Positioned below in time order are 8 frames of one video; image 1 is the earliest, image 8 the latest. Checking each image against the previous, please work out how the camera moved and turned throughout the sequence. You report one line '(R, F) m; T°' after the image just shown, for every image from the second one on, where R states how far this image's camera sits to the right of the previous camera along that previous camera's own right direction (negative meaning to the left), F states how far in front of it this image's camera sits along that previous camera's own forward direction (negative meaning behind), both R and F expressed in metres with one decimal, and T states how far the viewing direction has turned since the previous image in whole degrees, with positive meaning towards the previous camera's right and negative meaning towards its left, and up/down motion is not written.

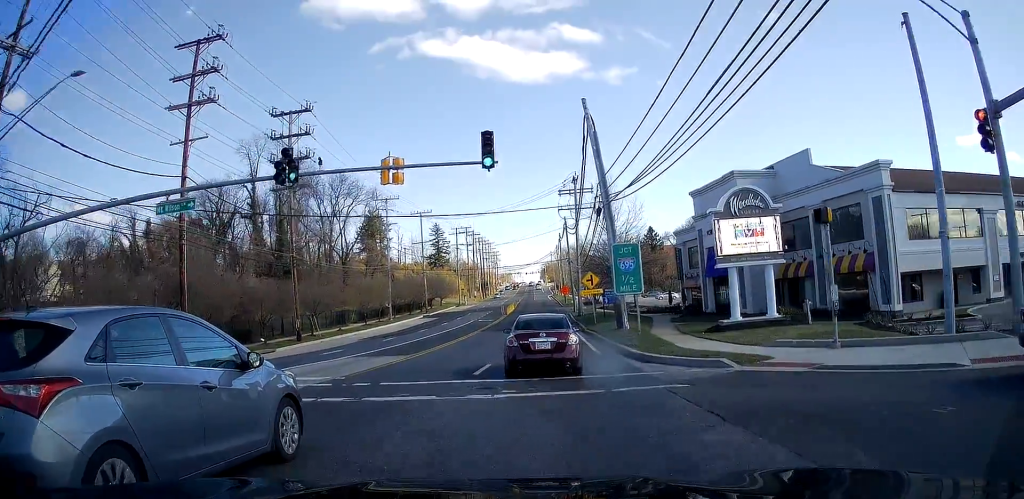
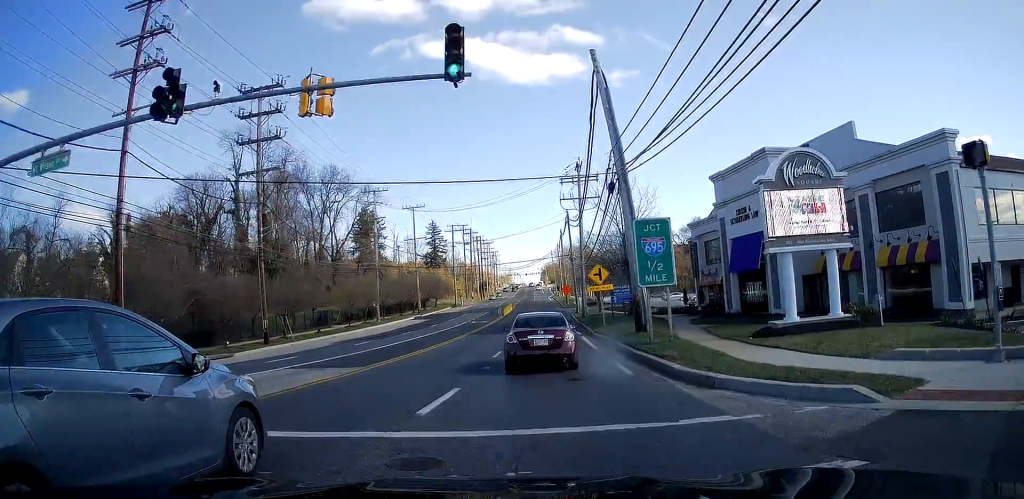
(0.0, +5.2) m; -1°
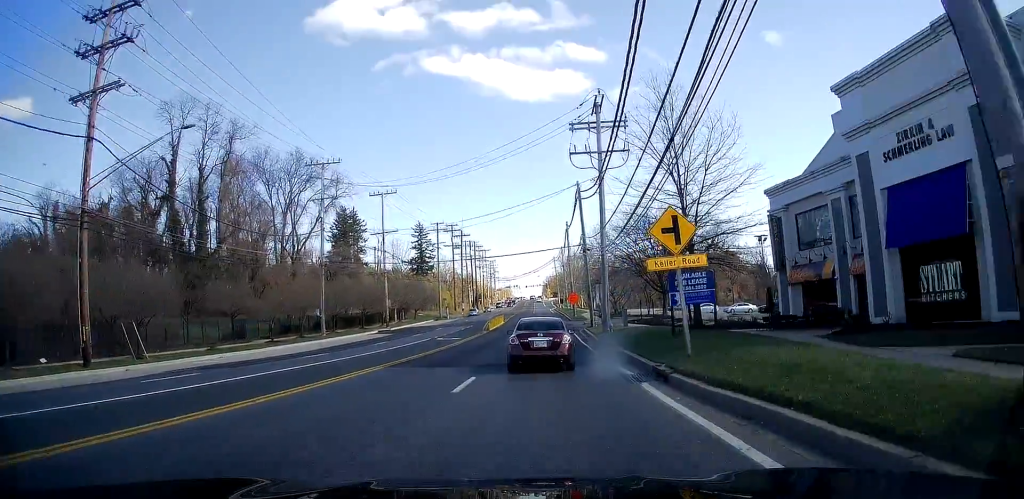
(0.0, +18.6) m; -1°
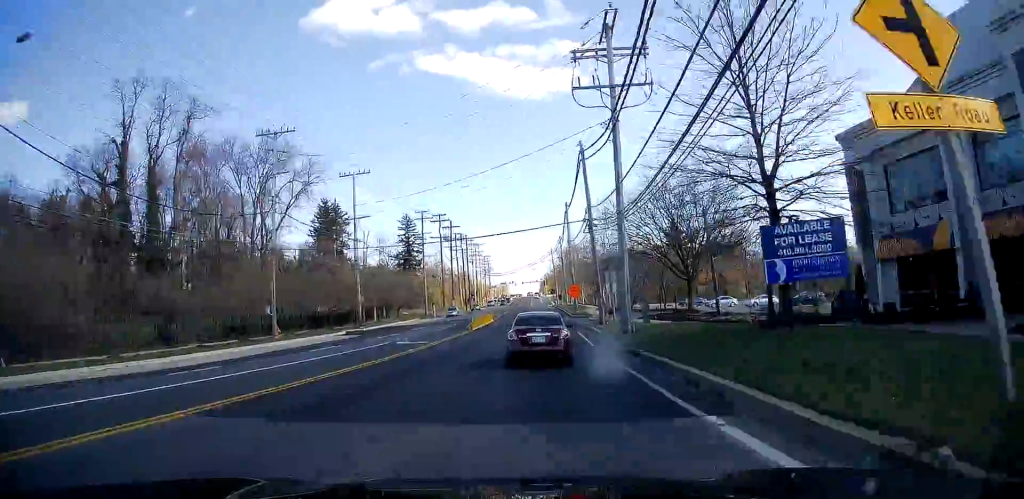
(-0.3, +10.1) m; -1°
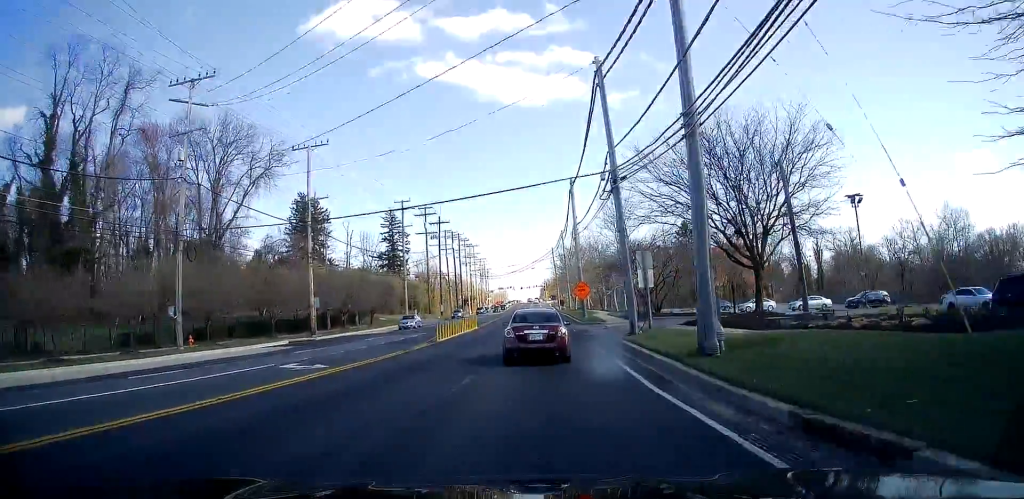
(0.0, +13.3) m; +1°
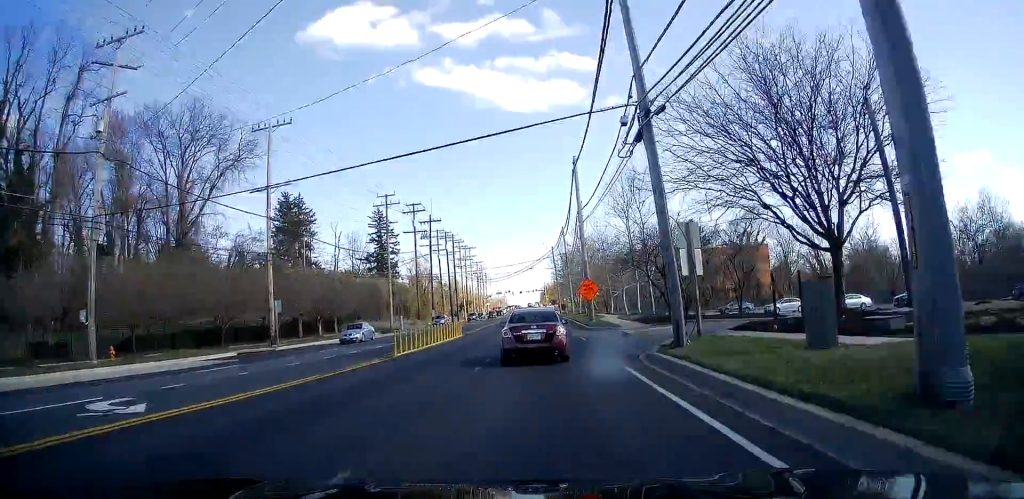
(+0.1, +8.0) m; +1°
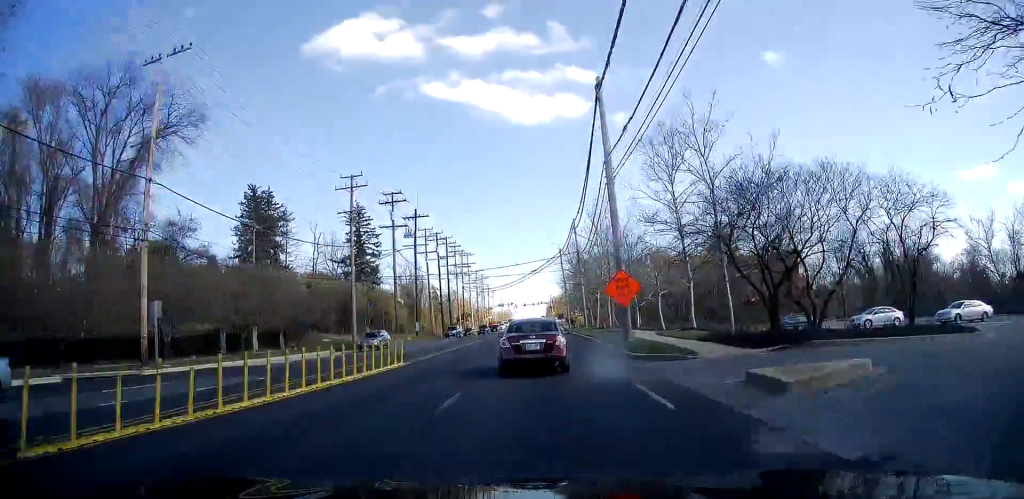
(0.0, +16.6) m; -1°
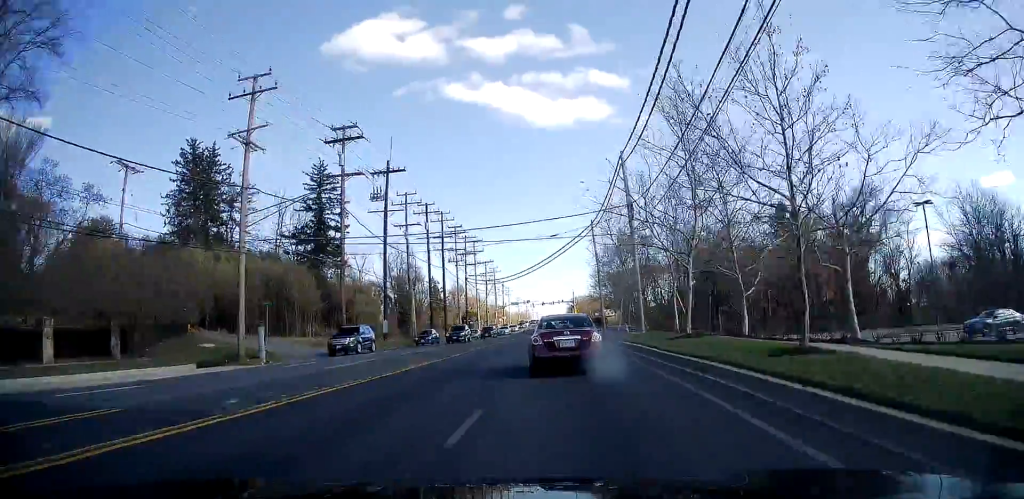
(-0.5, +26.6) m; -1°
